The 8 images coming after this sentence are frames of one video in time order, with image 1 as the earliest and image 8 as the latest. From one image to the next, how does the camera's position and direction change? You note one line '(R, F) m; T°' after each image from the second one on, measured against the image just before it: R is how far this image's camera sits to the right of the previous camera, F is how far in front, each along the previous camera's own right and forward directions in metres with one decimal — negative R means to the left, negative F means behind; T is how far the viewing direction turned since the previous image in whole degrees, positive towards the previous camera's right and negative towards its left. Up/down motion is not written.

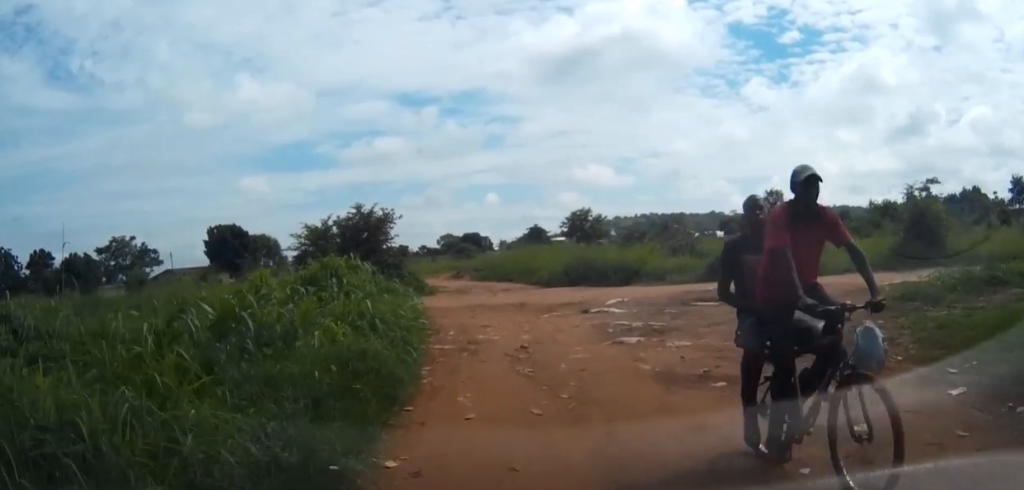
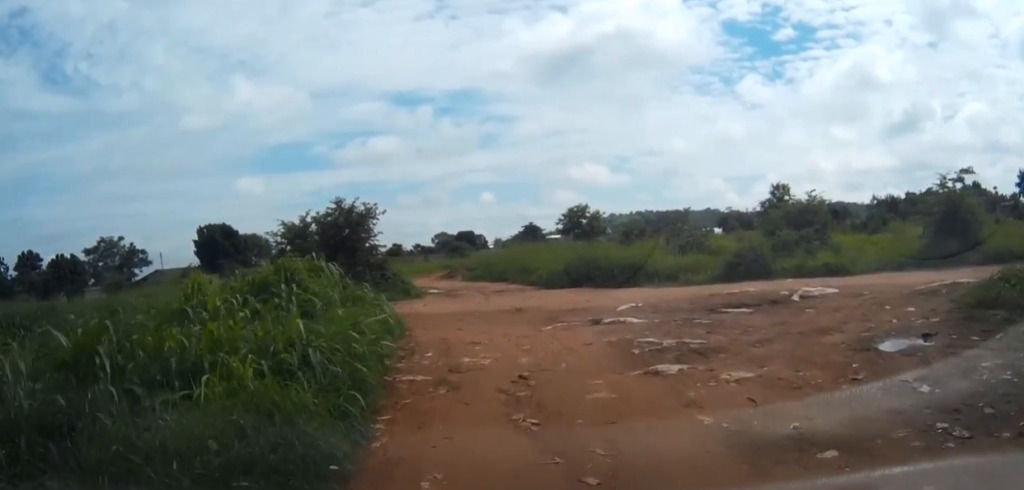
(+0.1, +2.7) m; +1°
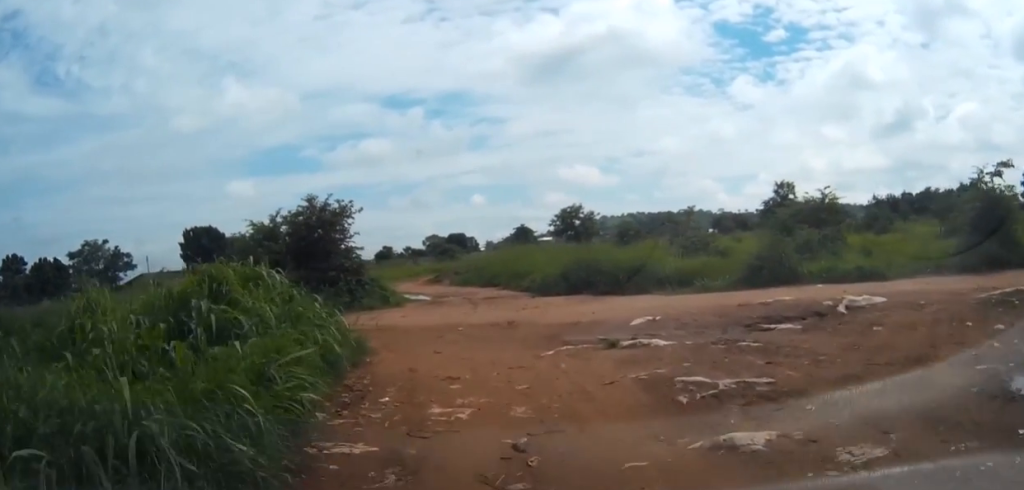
(+0.1, +2.7) m; 0°
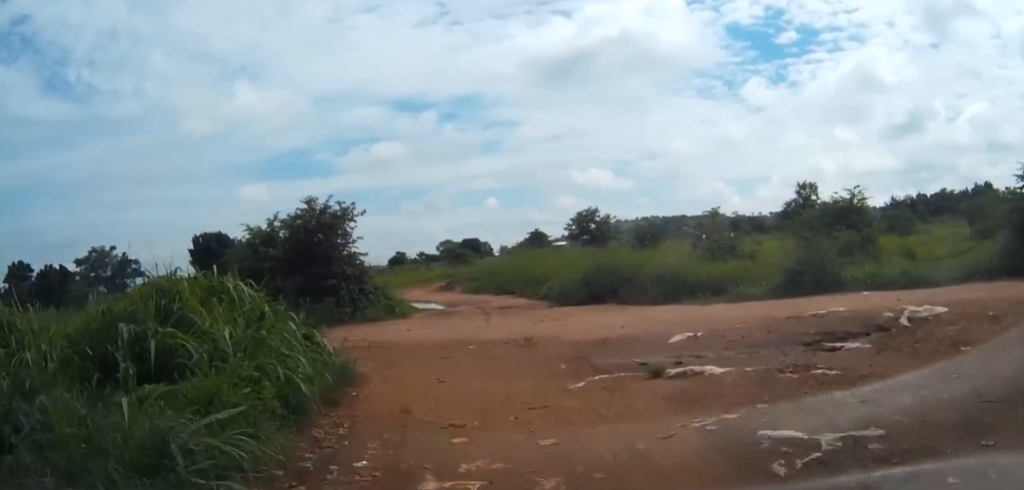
(-0.1, +1.8) m; -1°
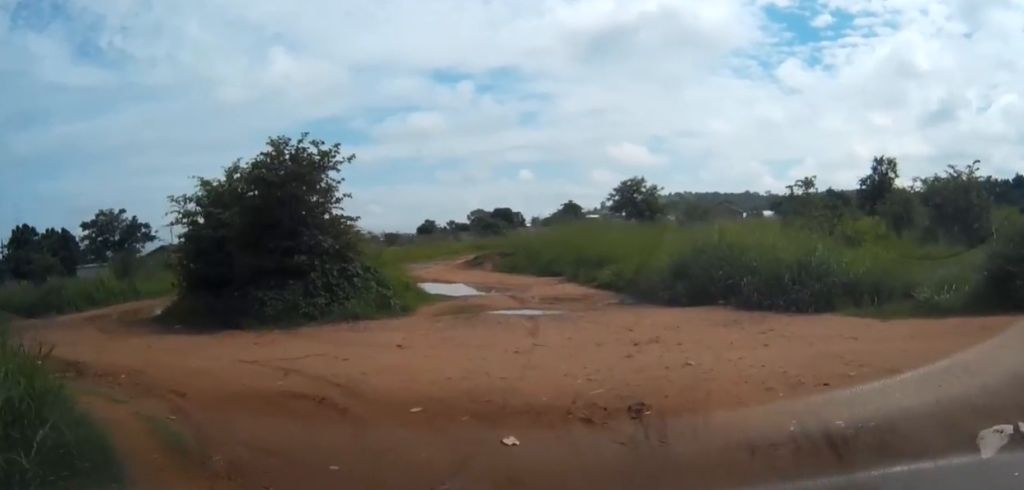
(0.0, +7.1) m; +5°
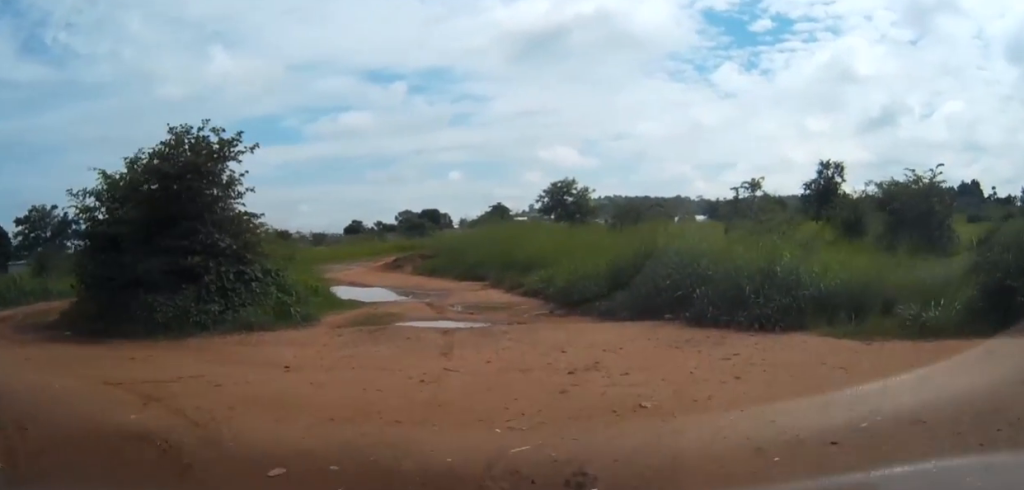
(-0.1, +1.9) m; +6°
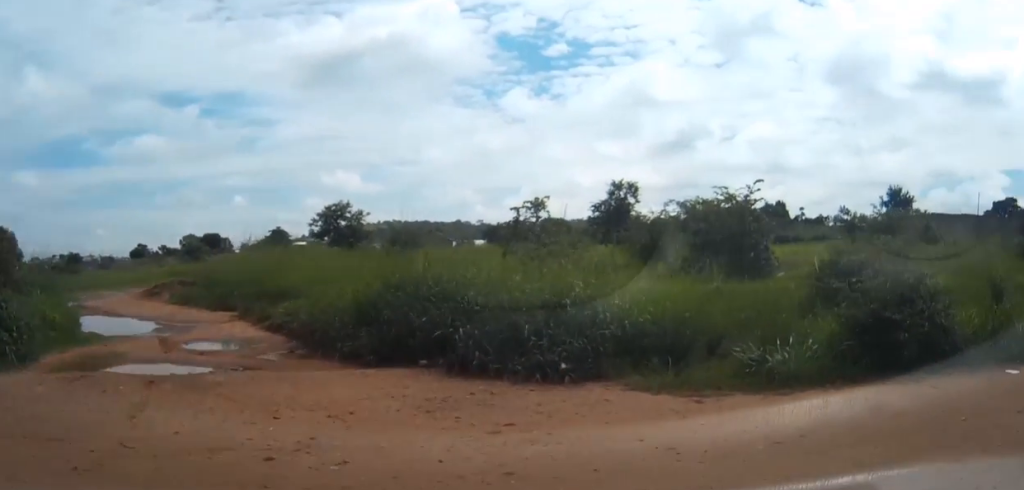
(+0.4, +2.4) m; +19°
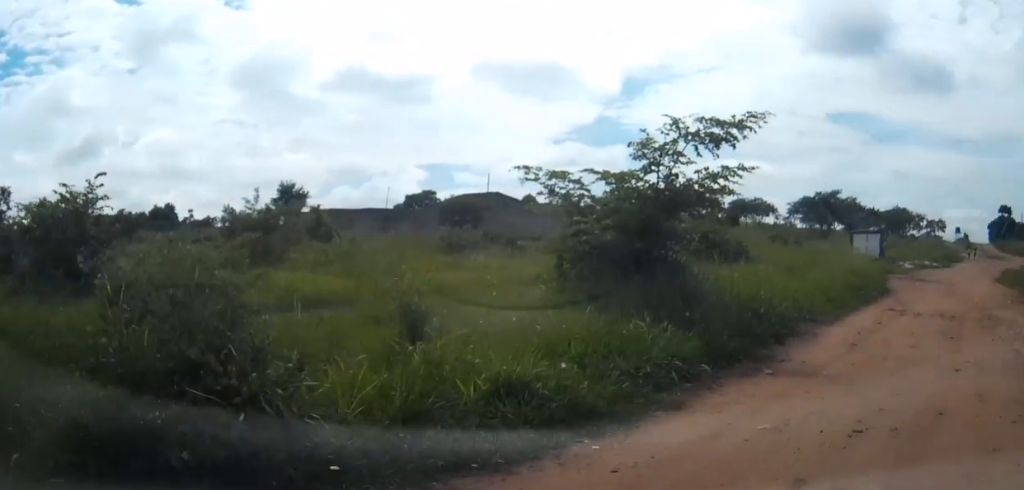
(+1.8, +4.4) m; +47°
